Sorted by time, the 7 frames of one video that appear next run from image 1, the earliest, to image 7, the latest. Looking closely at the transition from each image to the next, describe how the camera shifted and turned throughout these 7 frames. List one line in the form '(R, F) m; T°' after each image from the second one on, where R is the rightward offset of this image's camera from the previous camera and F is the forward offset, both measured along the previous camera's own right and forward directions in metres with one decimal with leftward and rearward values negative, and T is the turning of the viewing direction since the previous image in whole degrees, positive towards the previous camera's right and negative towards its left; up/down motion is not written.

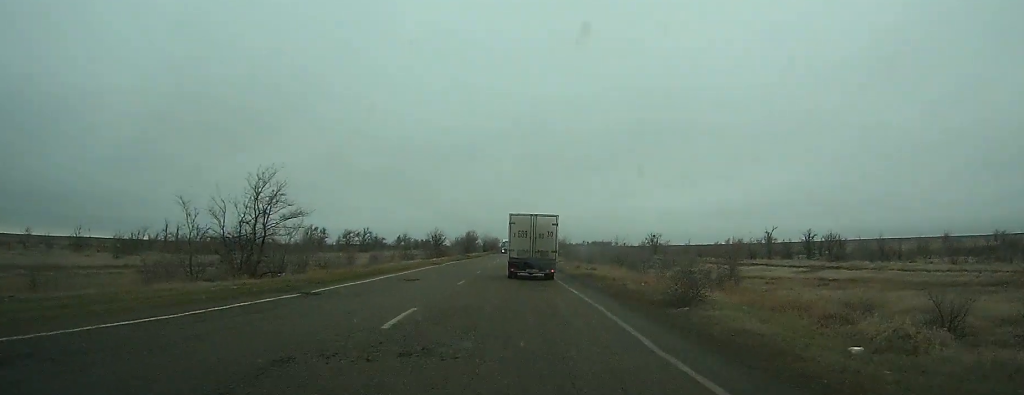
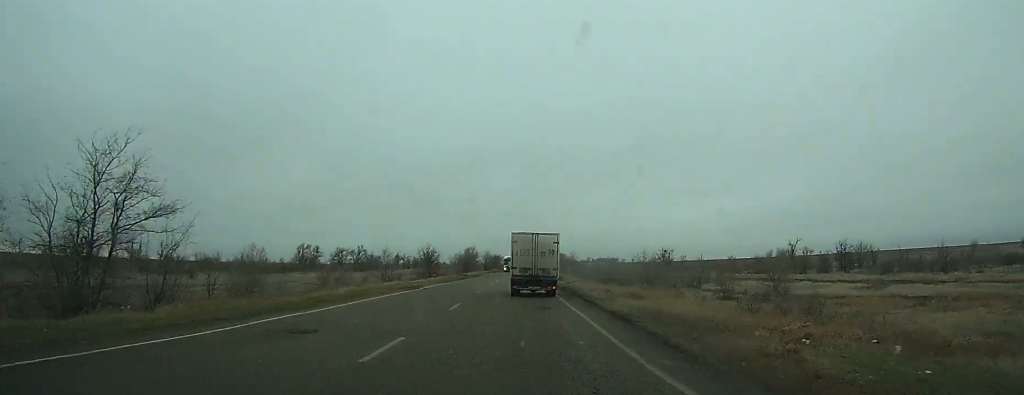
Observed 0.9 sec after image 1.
(0.0, +14.0) m; 0°
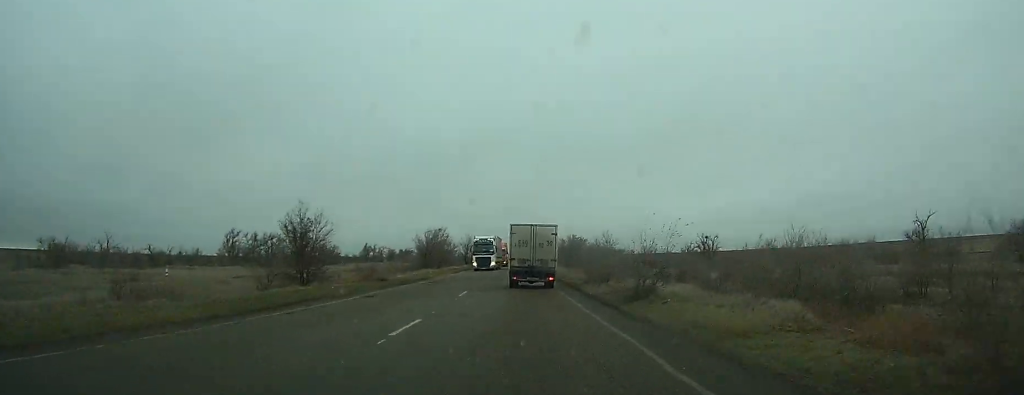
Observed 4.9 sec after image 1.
(+0.1, +55.2) m; 0°
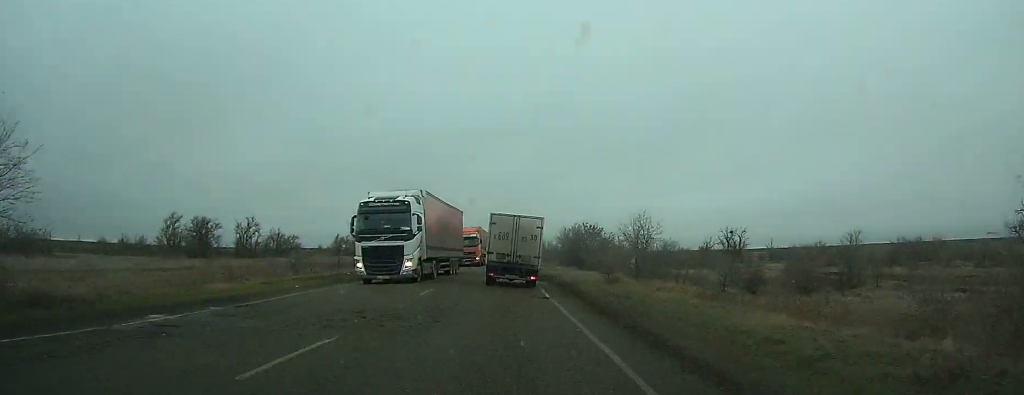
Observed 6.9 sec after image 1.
(0.0, +25.4) m; 0°
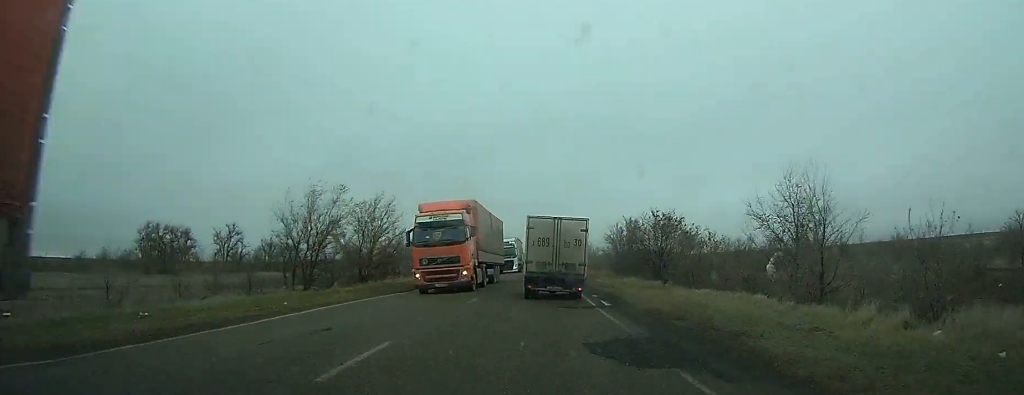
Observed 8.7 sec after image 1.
(-0.1, +22.4) m; 0°
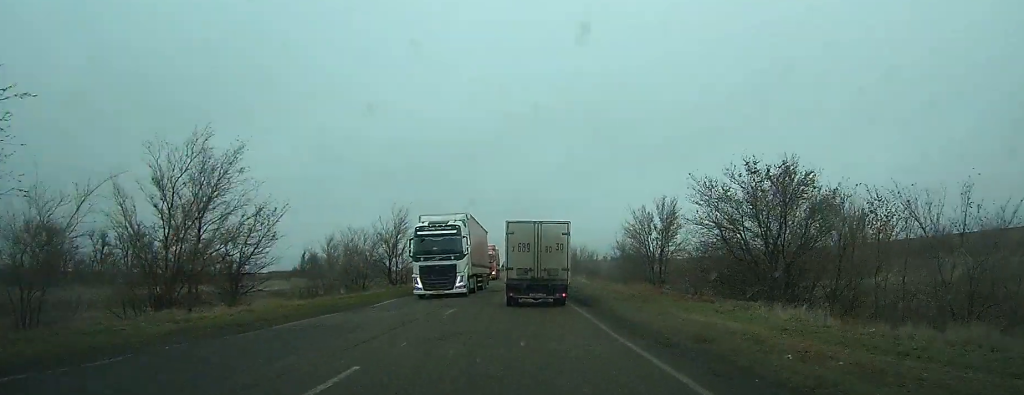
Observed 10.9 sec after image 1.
(-0.1, +26.5) m; 0°
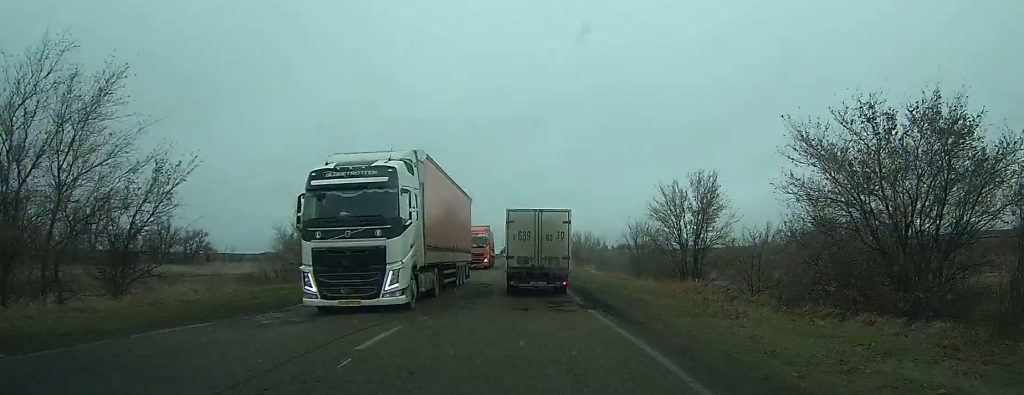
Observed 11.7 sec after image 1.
(0.0, +9.5) m; 0°
